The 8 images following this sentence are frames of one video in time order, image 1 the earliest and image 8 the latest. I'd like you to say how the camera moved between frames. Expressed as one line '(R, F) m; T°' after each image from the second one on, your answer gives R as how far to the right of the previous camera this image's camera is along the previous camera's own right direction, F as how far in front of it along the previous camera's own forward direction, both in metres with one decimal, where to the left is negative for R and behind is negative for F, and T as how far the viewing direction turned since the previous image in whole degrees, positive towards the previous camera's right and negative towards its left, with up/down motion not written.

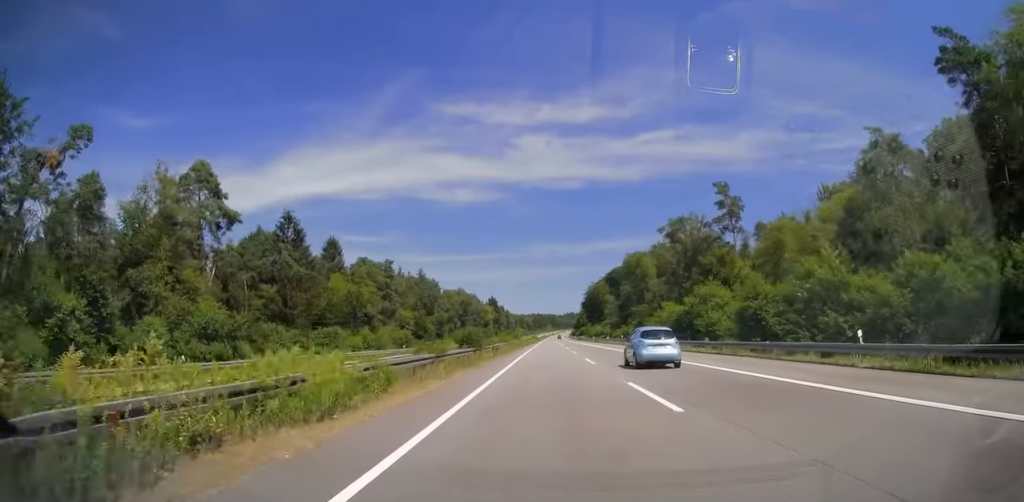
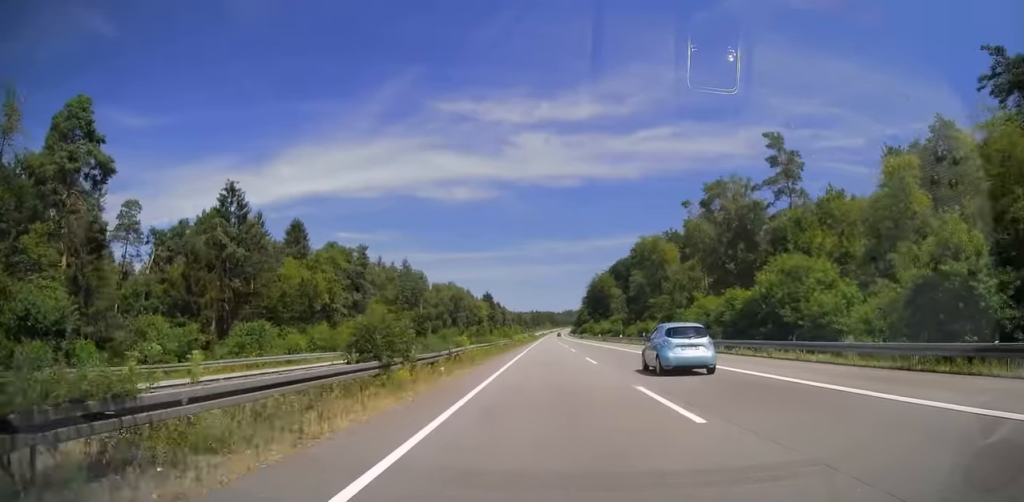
(0.0, +19.4) m; 0°
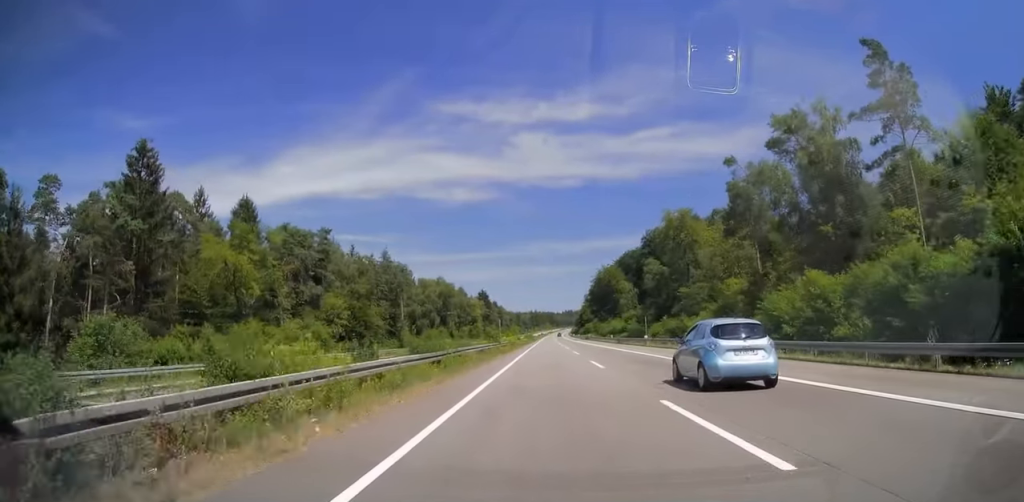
(+0.2, +21.1) m; 0°
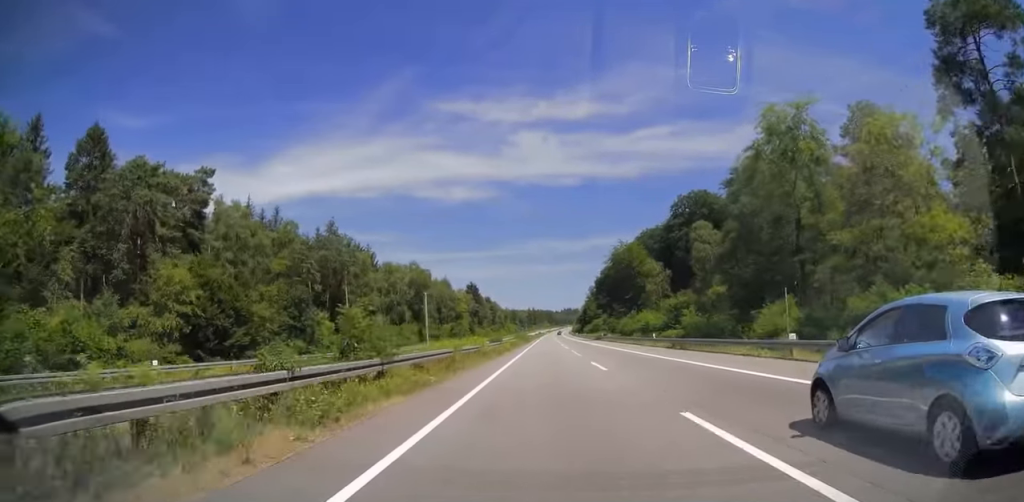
(+0.1, +38.2) m; 0°
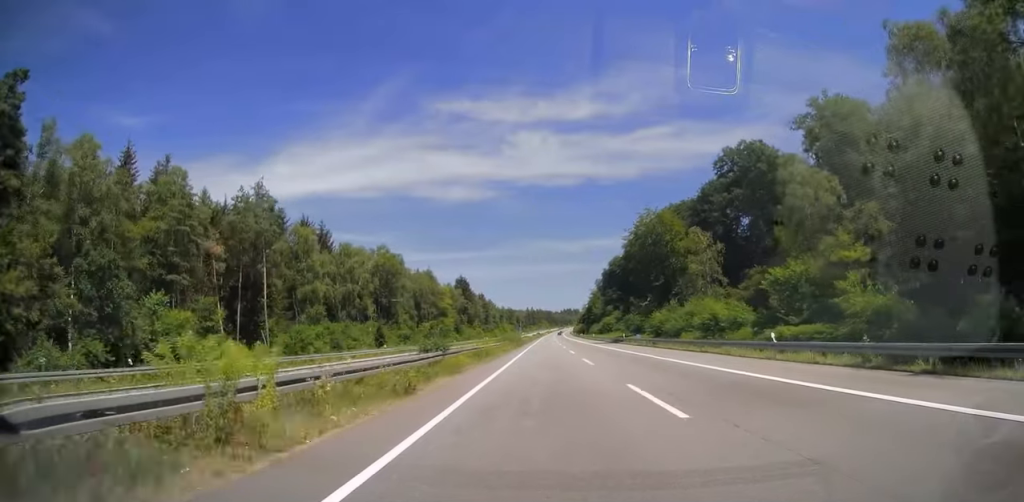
(-0.1, +30.6) m; 0°
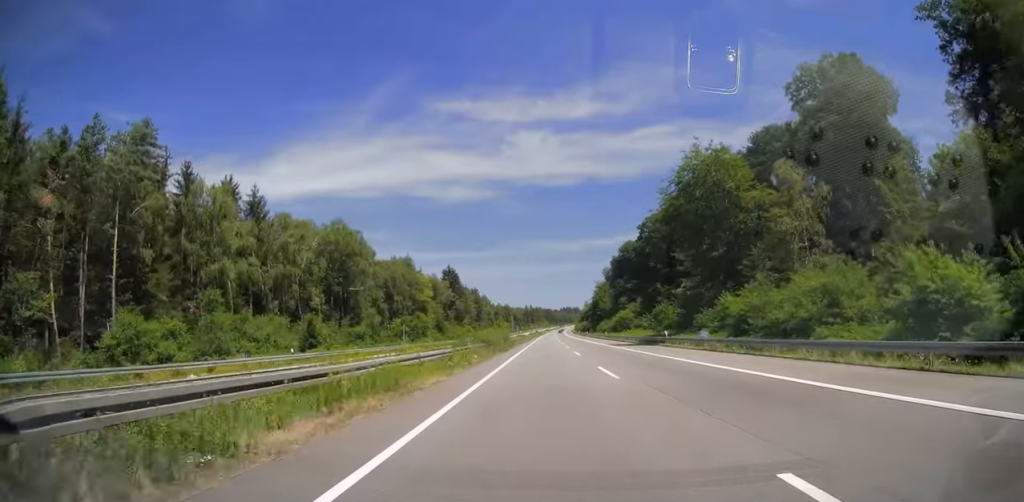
(0.0, +28.2) m; 0°
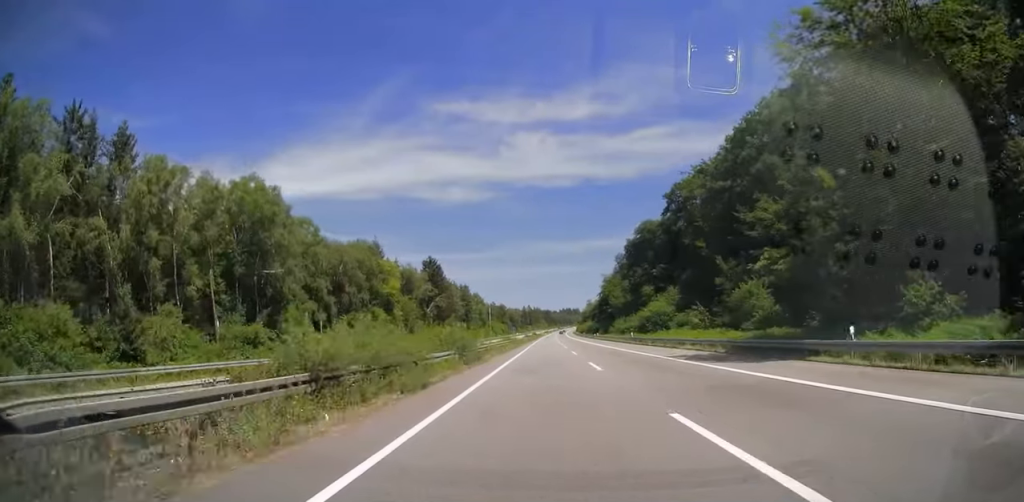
(+0.1, +31.9) m; 0°
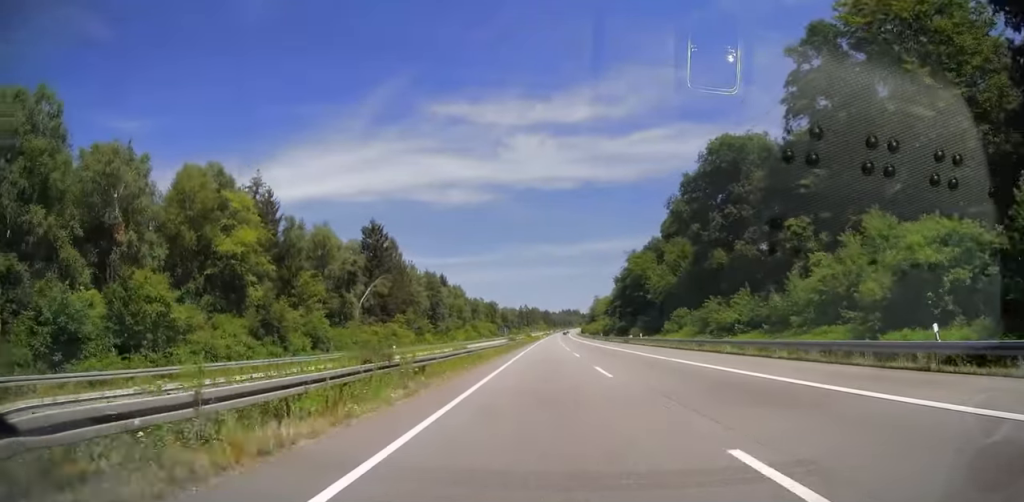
(-0.1, +57.2) m; 0°
